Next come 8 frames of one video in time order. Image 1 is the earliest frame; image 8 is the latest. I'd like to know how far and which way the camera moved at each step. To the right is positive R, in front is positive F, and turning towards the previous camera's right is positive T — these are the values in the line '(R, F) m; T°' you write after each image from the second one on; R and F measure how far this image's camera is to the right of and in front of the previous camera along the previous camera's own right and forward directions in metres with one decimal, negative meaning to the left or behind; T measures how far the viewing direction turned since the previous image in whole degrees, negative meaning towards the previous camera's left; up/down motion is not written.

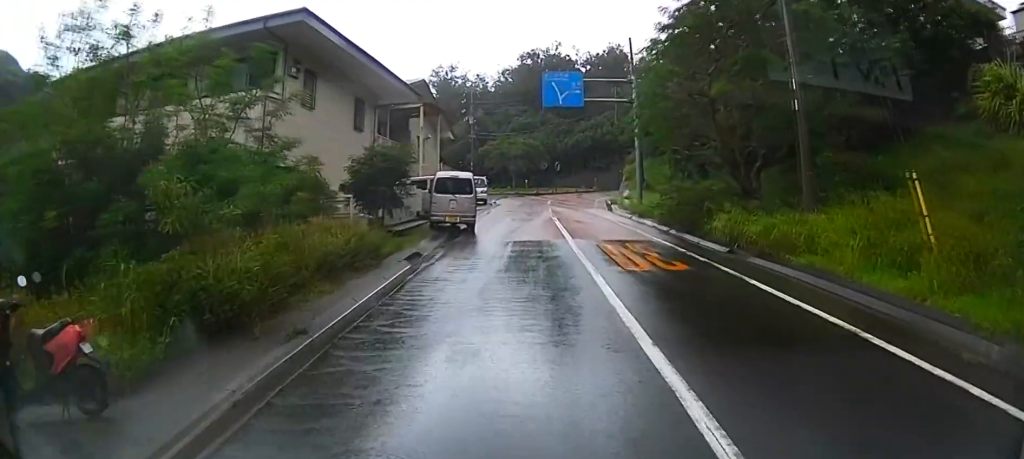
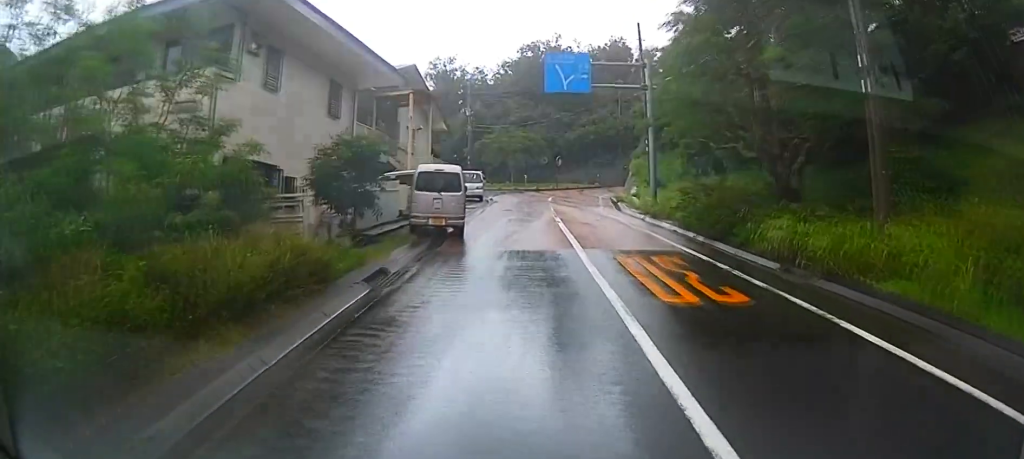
(-0.1, +3.4) m; 0°
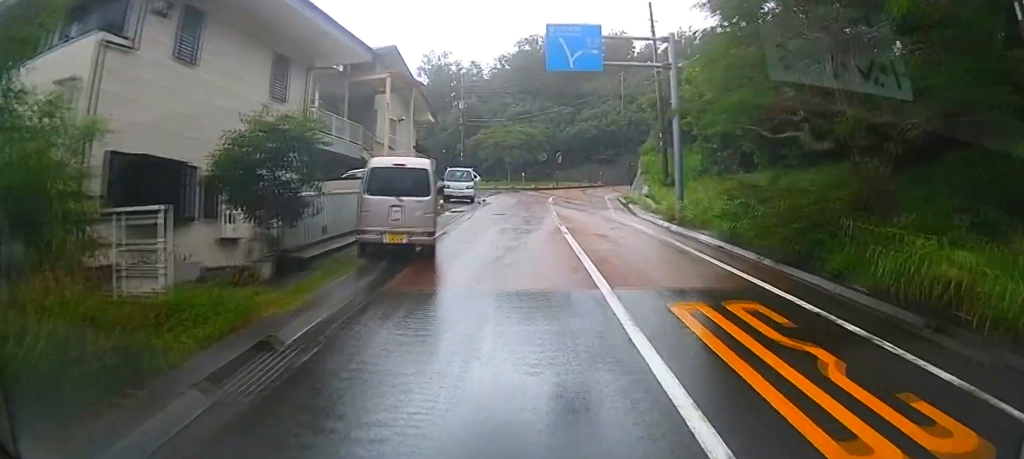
(-0.1, +4.7) m; +3°
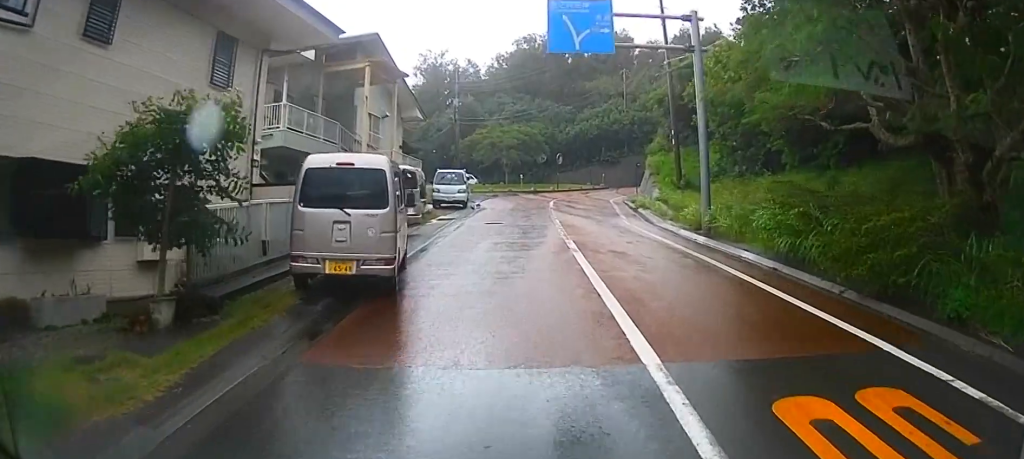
(+0.3, +3.3) m; 0°
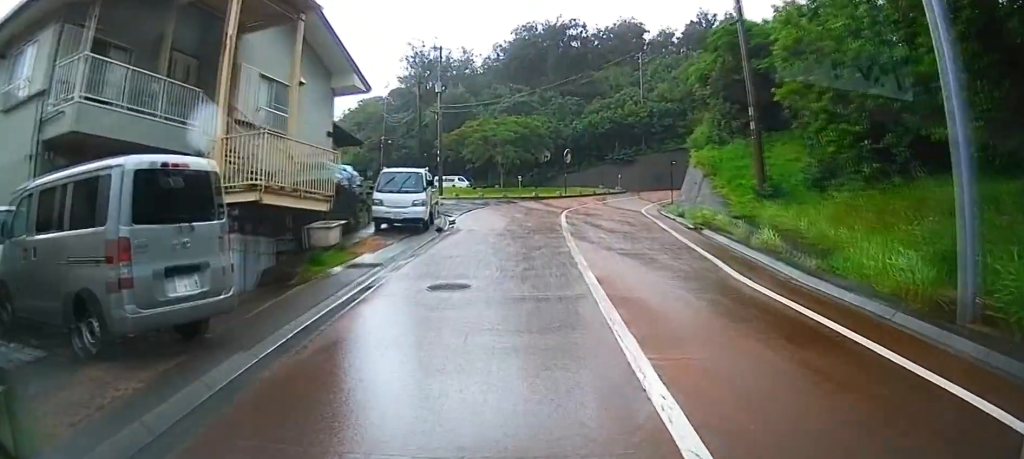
(-0.5, +11.4) m; -2°
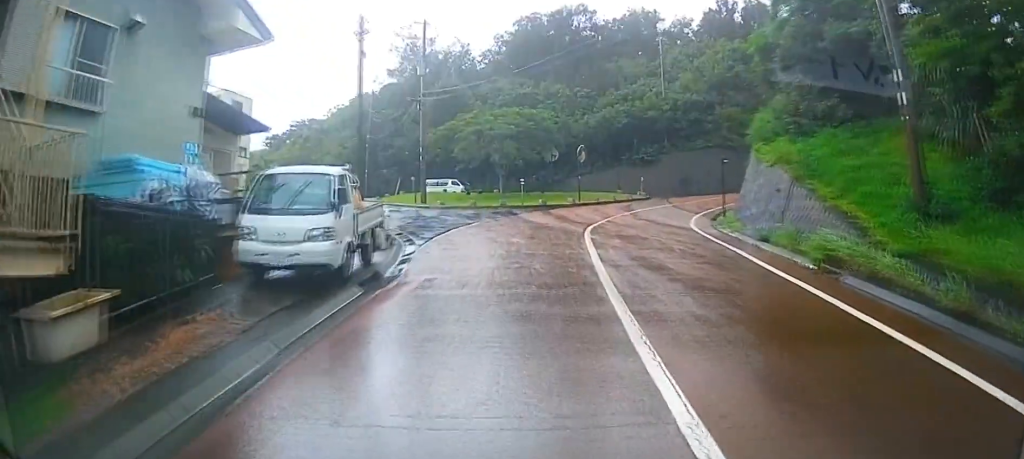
(+0.6, +9.3) m; +2°
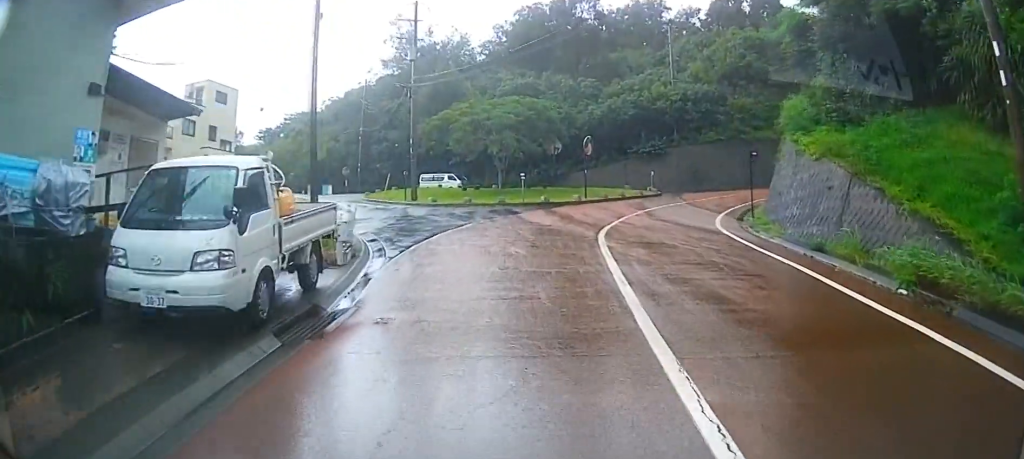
(-0.3, +3.7) m; -2°
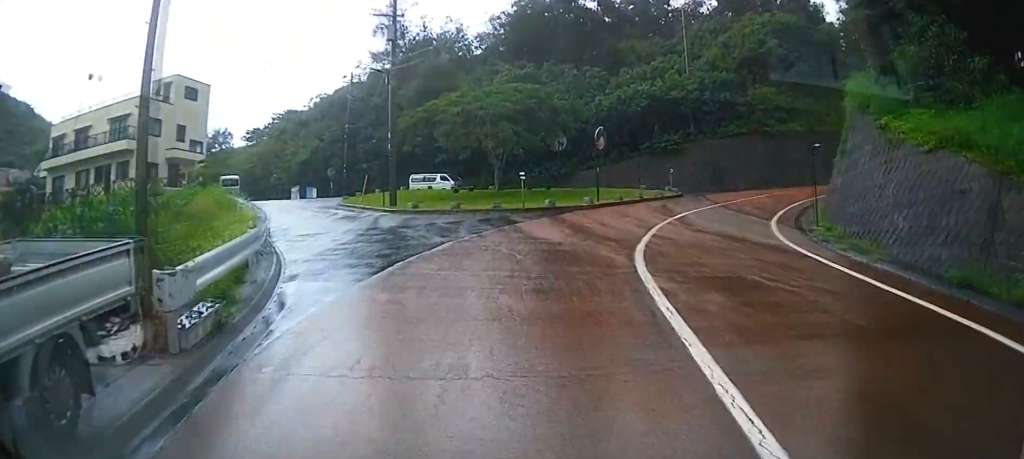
(-0.2, +6.7) m; 0°
